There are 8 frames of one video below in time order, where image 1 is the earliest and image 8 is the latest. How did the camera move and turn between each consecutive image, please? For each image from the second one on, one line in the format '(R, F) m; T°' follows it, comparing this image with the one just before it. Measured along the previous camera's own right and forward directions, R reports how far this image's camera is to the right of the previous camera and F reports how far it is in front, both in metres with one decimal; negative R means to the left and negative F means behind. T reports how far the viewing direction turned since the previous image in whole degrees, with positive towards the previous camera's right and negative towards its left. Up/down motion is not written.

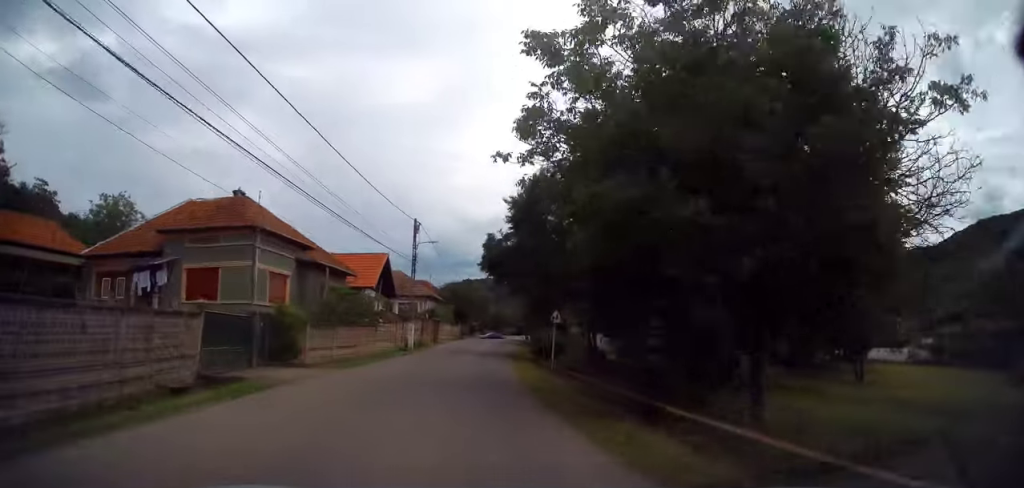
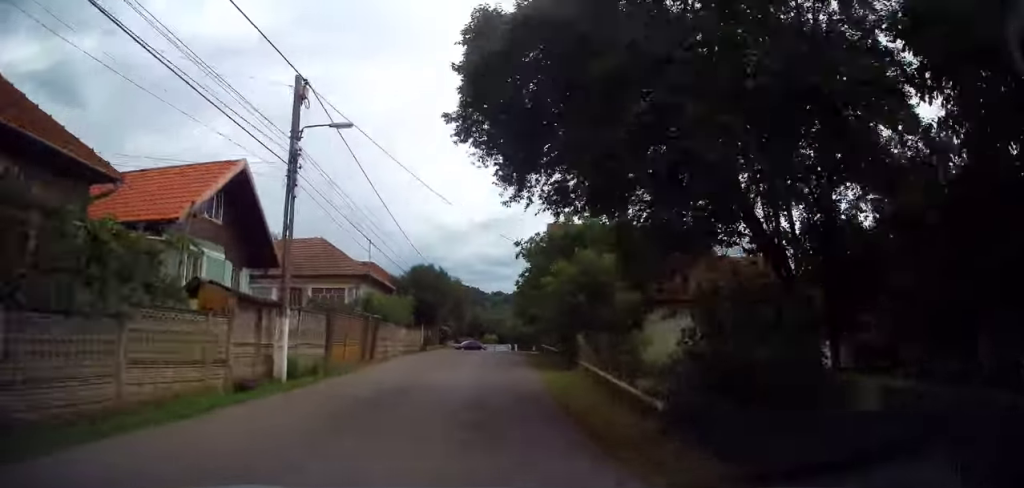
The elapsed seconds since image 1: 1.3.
(-0.4, +20.5) m; +2°
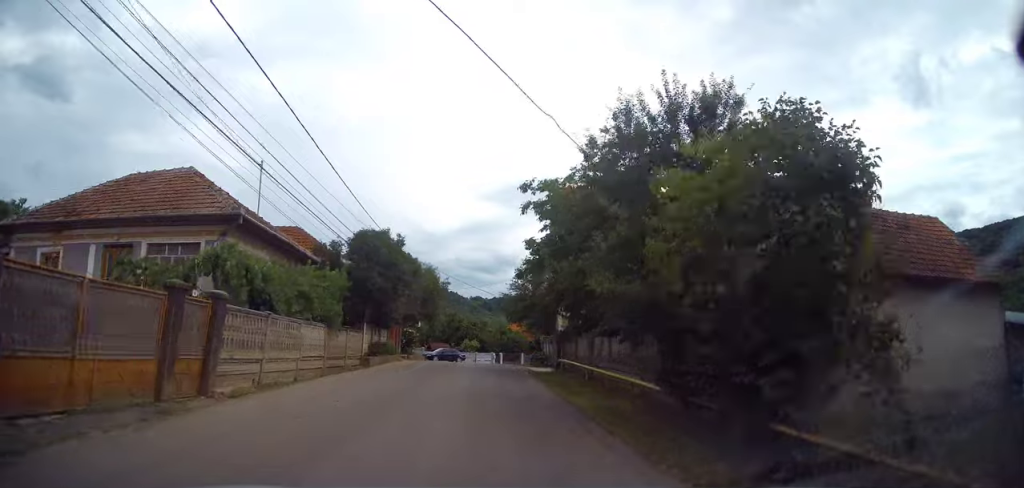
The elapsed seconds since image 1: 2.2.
(+0.6, +13.6) m; +3°
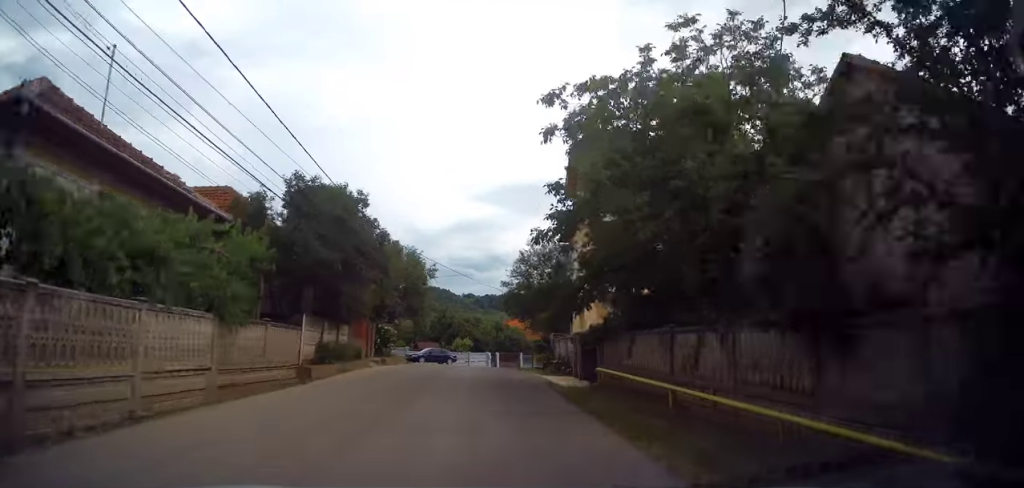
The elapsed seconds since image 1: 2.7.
(0.0, +7.3) m; +1°
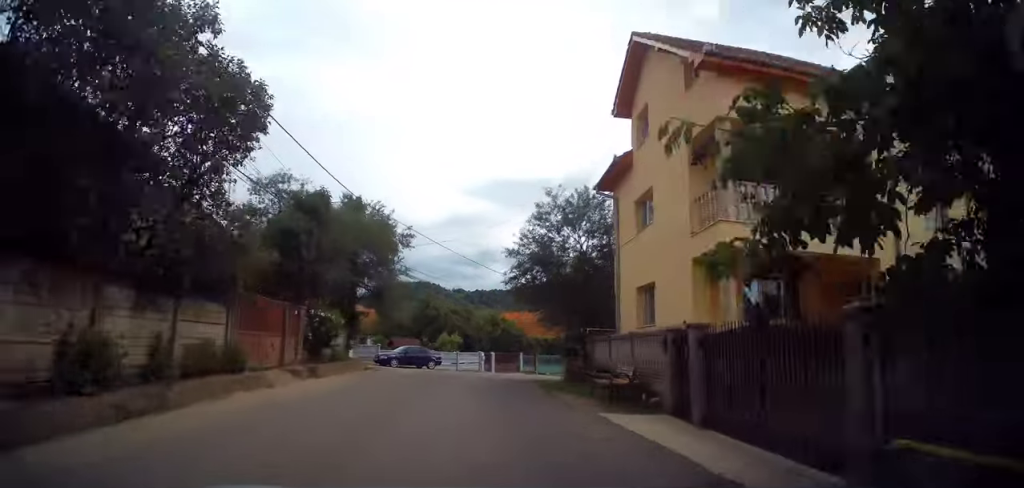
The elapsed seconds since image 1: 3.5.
(+0.1, +10.7) m; +1°
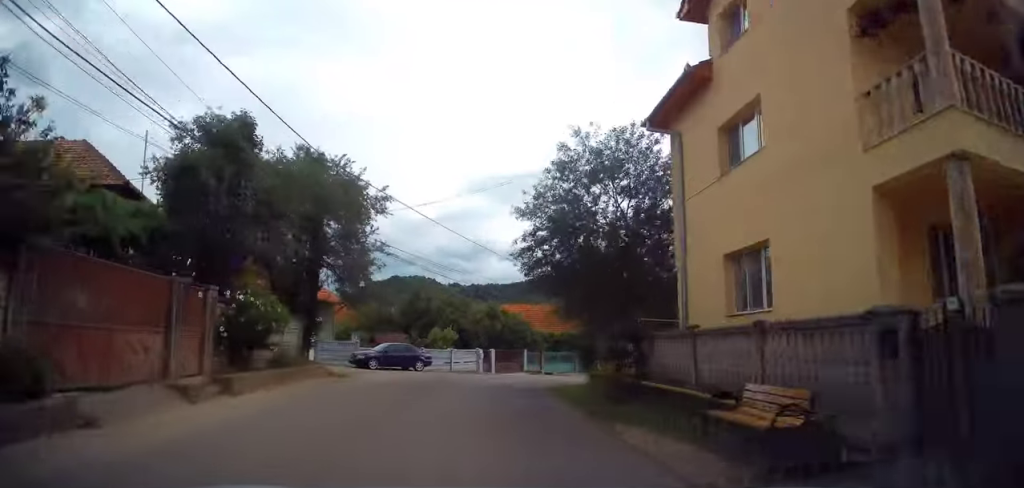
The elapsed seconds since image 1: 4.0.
(0.0, +6.3) m; +1°
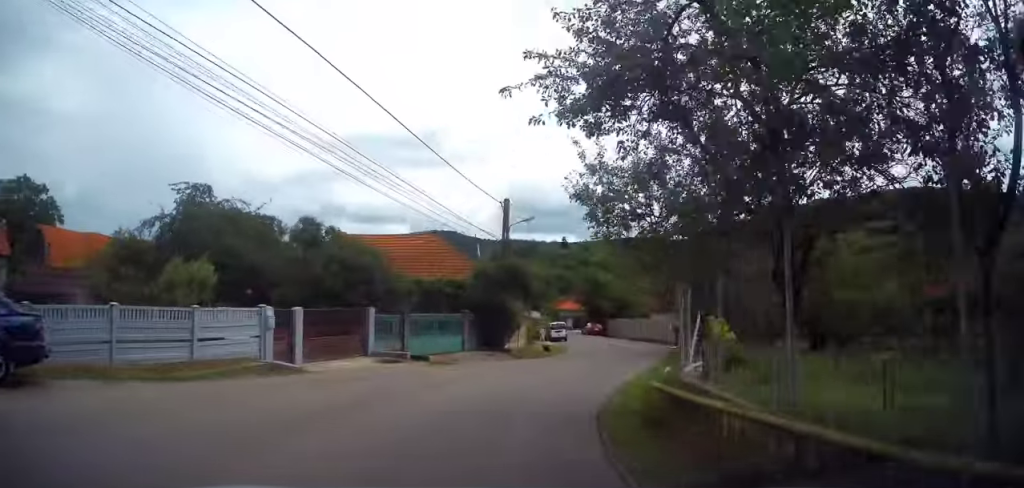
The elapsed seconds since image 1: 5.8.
(+2.0, +22.3) m; +17°
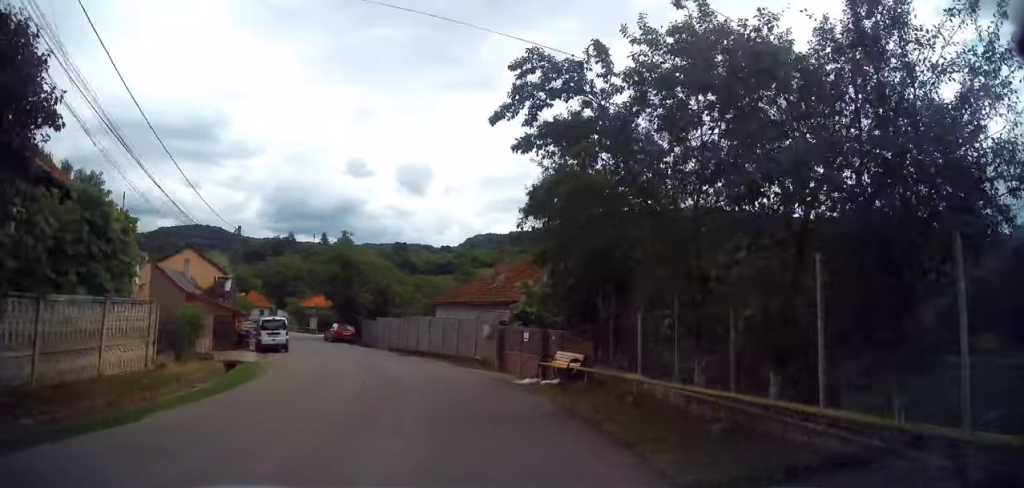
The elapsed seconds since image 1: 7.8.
(+5.6, +22.0) m; +18°
